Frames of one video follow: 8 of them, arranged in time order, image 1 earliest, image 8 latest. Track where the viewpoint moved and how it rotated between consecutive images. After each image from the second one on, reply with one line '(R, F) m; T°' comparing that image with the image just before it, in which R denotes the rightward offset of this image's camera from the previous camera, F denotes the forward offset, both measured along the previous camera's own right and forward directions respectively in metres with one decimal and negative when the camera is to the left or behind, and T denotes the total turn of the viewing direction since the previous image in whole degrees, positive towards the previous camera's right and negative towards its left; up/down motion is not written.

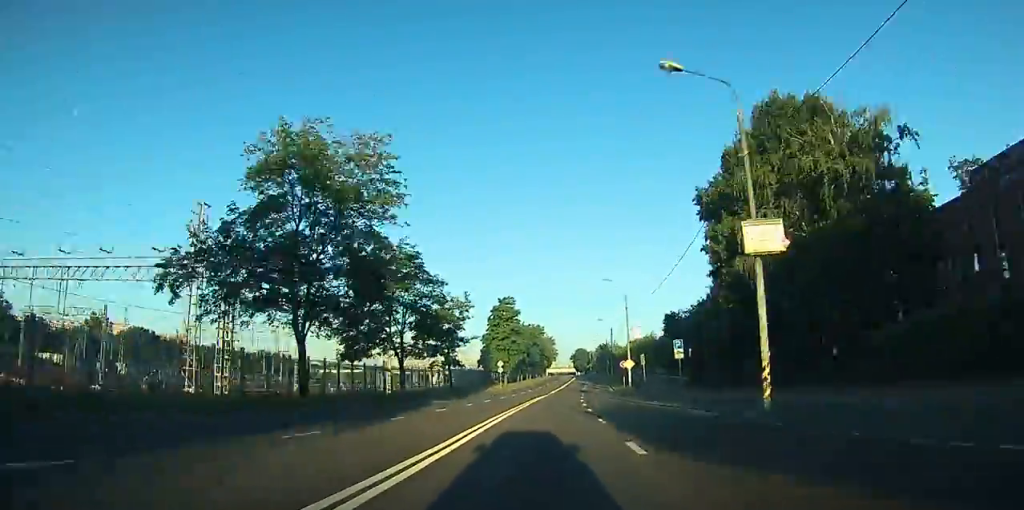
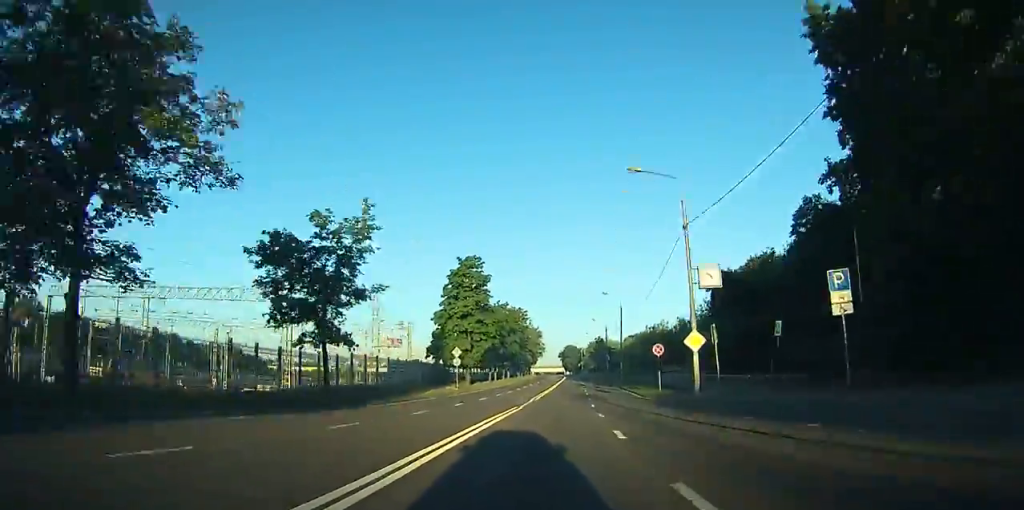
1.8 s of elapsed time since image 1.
(+0.4, +27.5) m; +1°
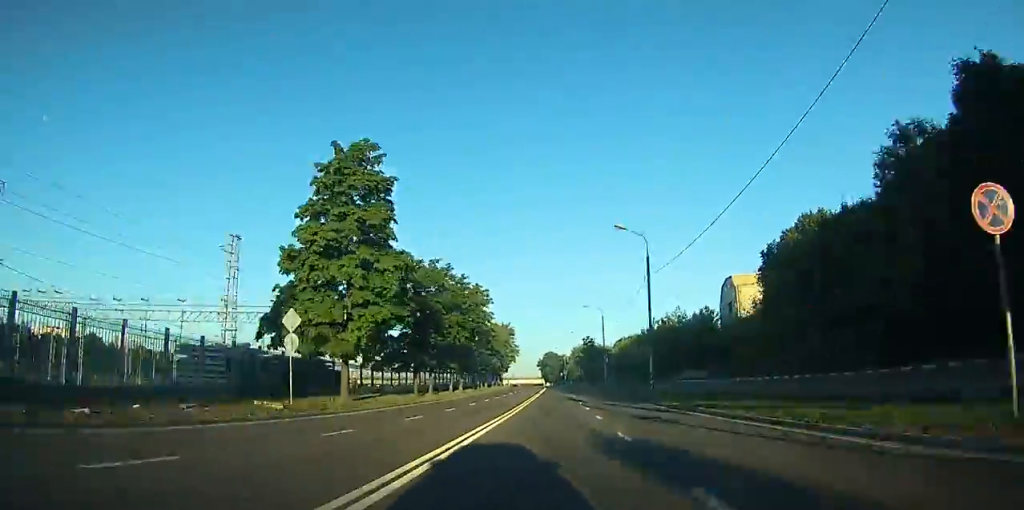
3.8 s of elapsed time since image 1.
(+0.3, +30.8) m; +1°
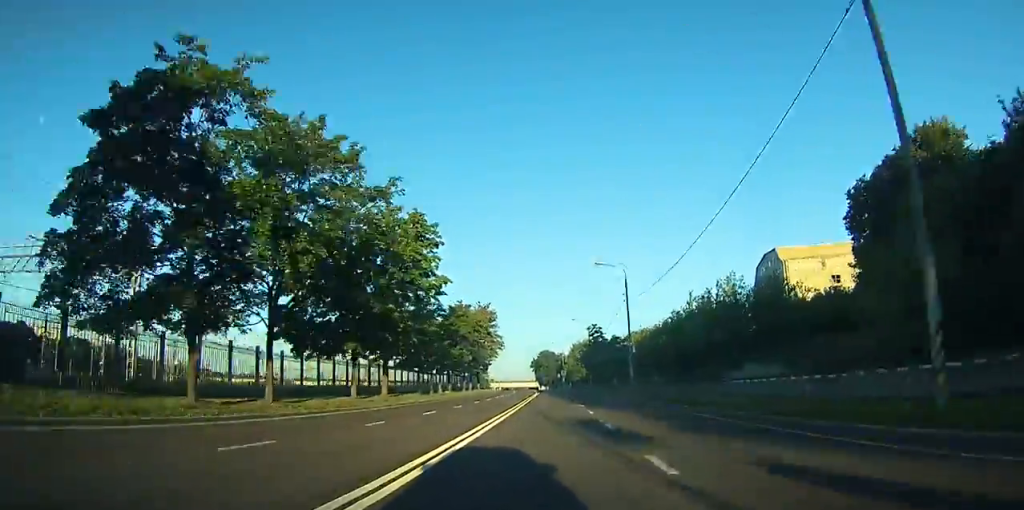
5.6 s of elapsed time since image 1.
(+0.4, +29.1) m; +1°
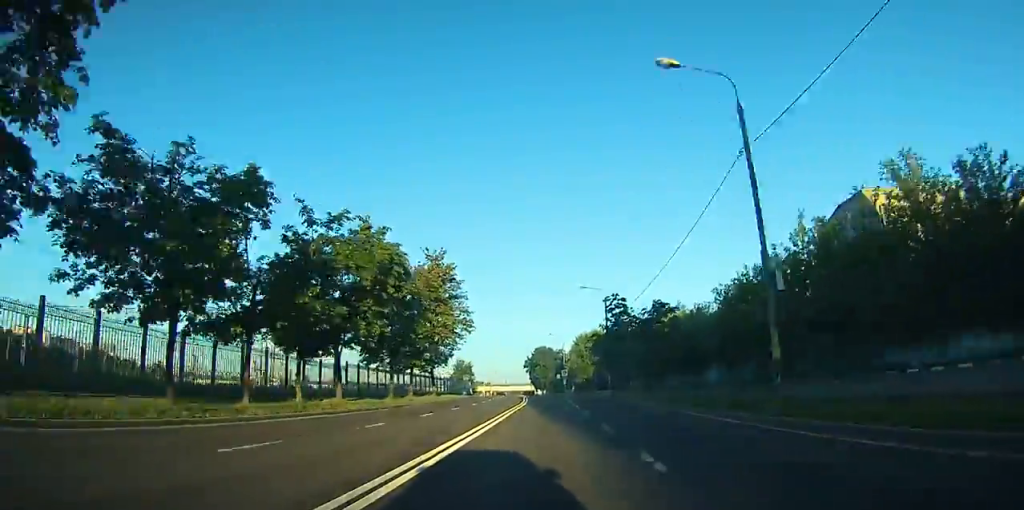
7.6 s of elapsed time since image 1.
(+0.2, +30.7) m; +1°
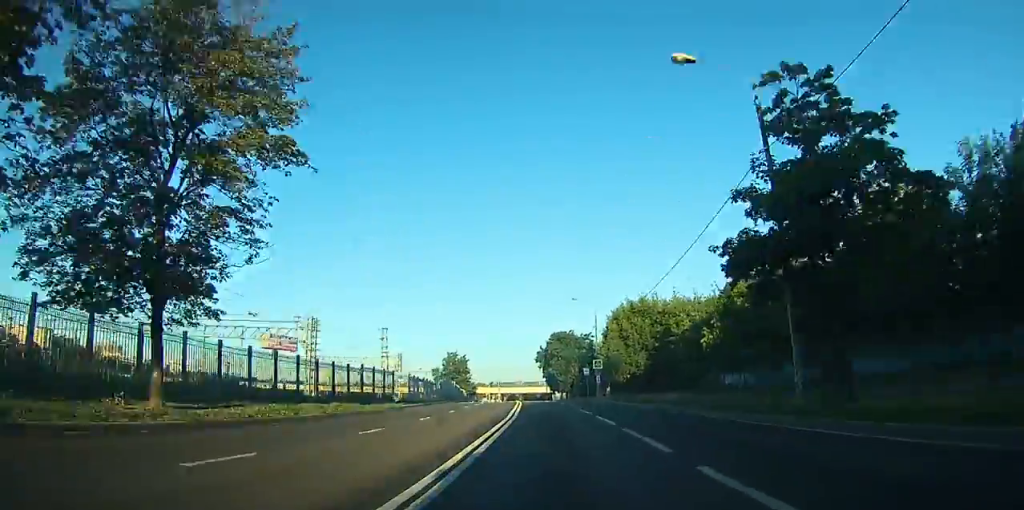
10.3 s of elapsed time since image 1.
(+0.9, +42.0) m; -2°
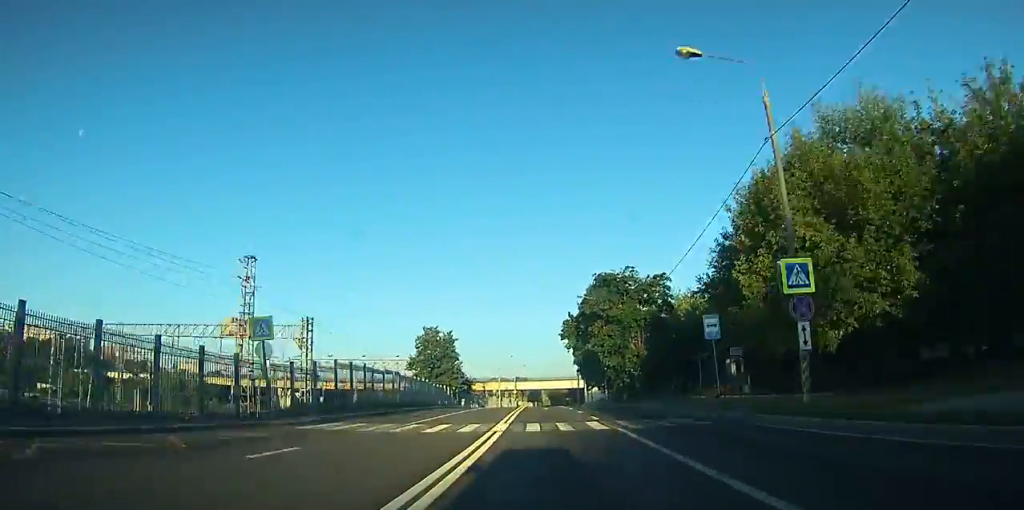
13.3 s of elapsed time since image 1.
(-2.3, +46.6) m; -3°
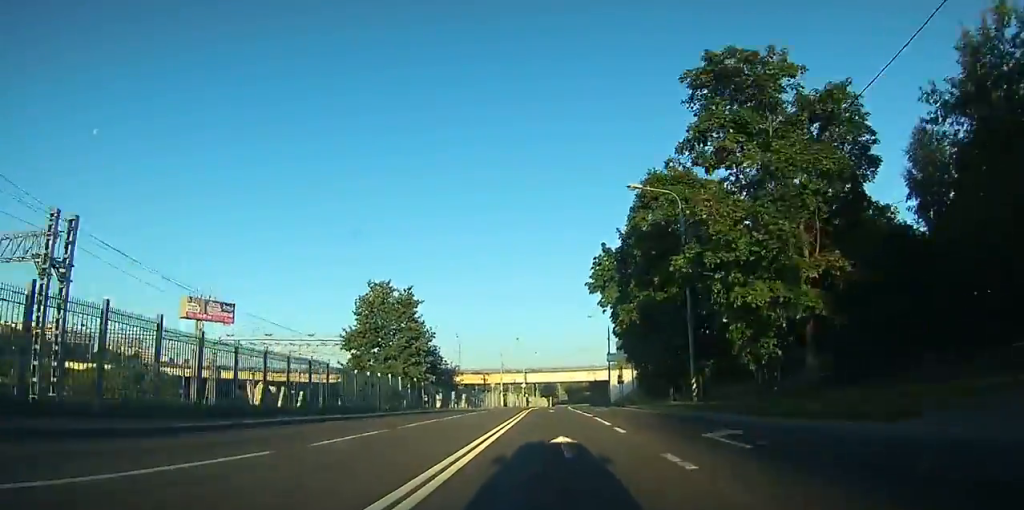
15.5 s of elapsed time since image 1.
(-0.3, +33.5) m; 0°
